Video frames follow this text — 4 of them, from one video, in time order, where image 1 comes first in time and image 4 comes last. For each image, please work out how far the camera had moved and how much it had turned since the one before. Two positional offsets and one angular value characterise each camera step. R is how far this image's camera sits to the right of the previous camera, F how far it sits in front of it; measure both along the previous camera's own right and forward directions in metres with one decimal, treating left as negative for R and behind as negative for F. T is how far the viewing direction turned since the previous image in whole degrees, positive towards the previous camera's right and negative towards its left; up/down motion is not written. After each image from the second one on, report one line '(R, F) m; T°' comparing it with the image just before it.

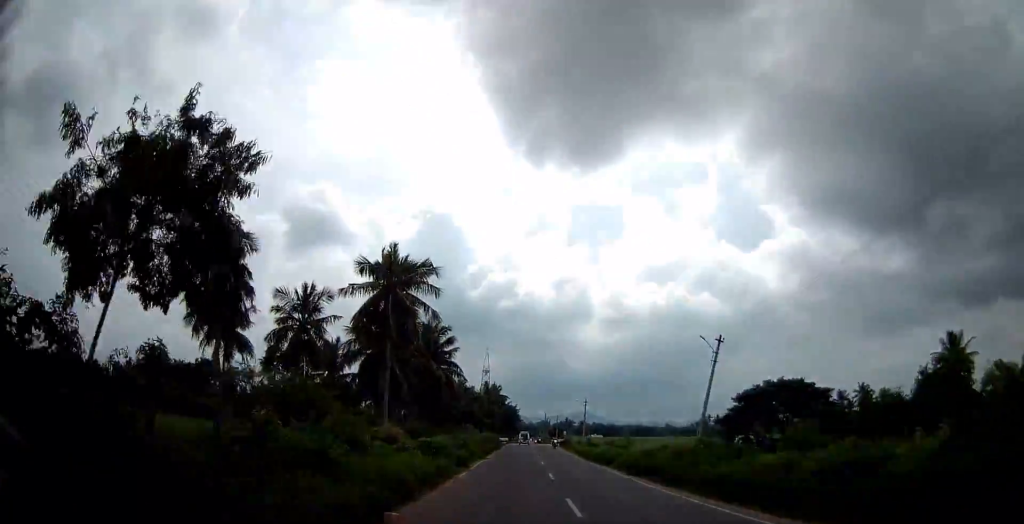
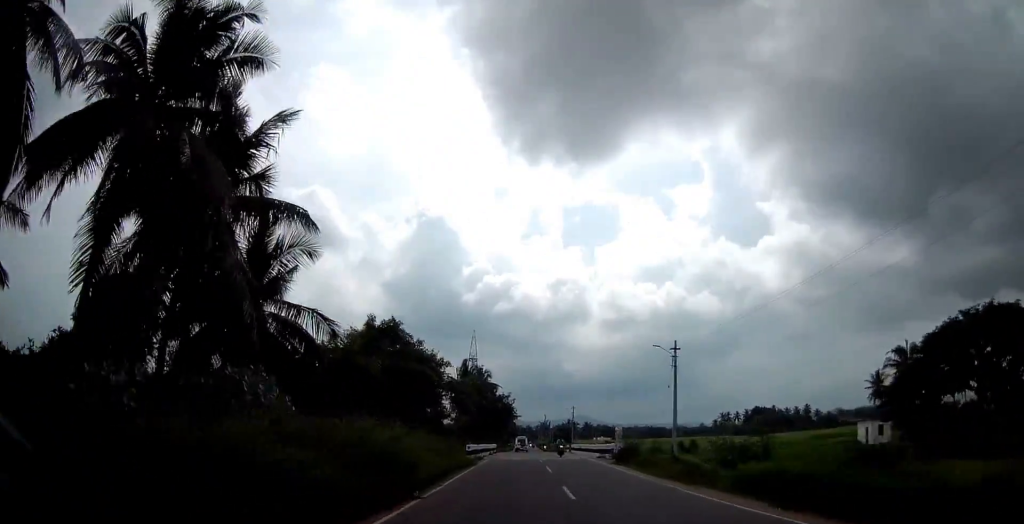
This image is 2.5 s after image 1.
(-0.1, +44.8) m; 0°
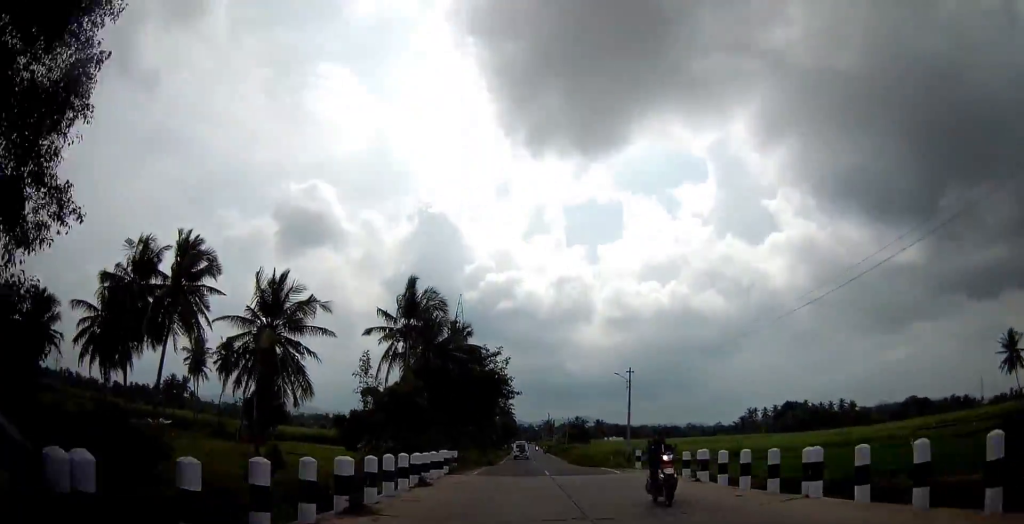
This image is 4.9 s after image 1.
(+0.3, +43.5) m; 0°
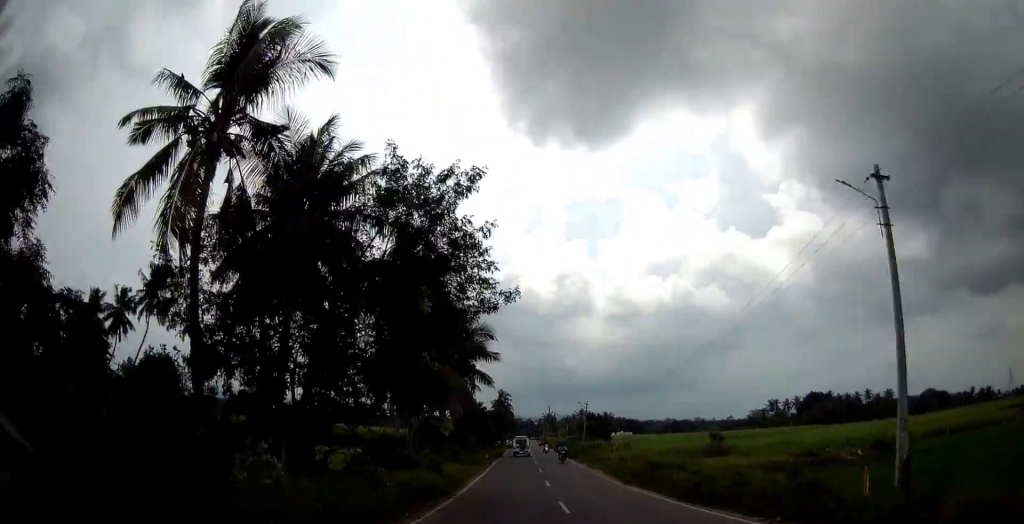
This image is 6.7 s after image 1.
(-0.1, +30.2) m; 0°
